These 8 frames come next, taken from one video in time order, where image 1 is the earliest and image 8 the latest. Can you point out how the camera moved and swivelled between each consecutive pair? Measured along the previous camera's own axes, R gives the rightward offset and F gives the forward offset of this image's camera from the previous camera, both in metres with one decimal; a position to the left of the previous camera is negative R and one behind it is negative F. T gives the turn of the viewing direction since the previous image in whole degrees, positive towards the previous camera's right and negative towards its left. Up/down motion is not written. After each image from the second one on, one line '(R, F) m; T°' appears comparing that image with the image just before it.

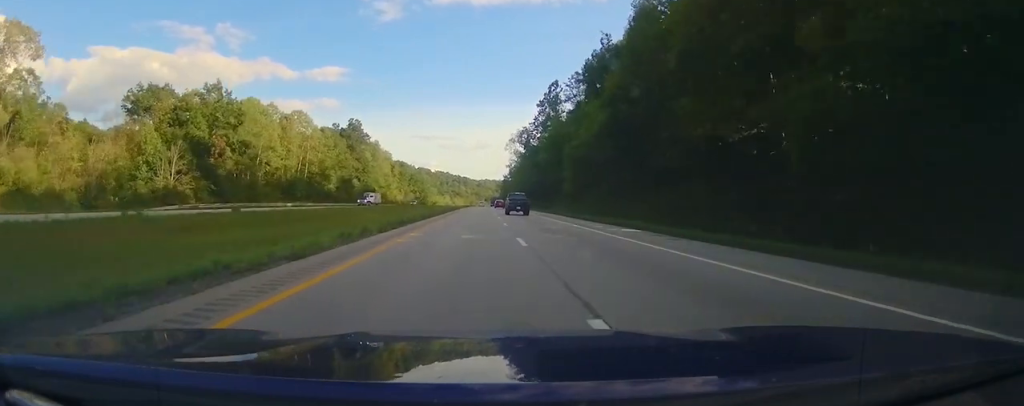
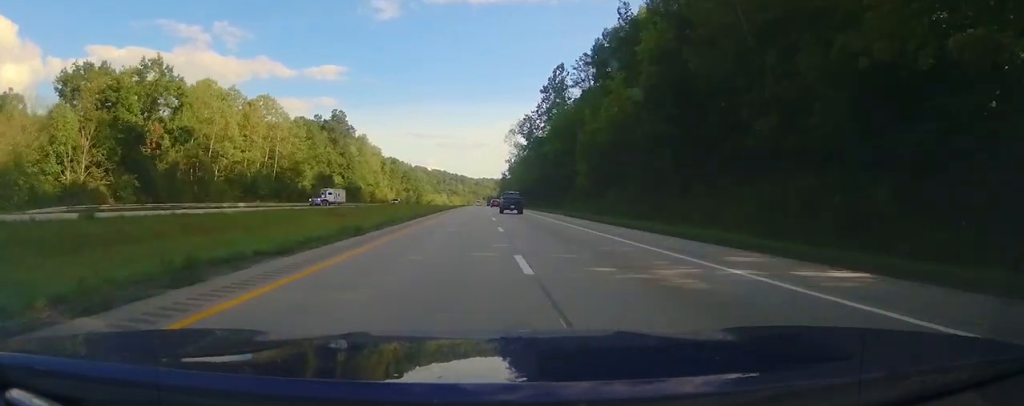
(+0.1, +18.0) m; +1°
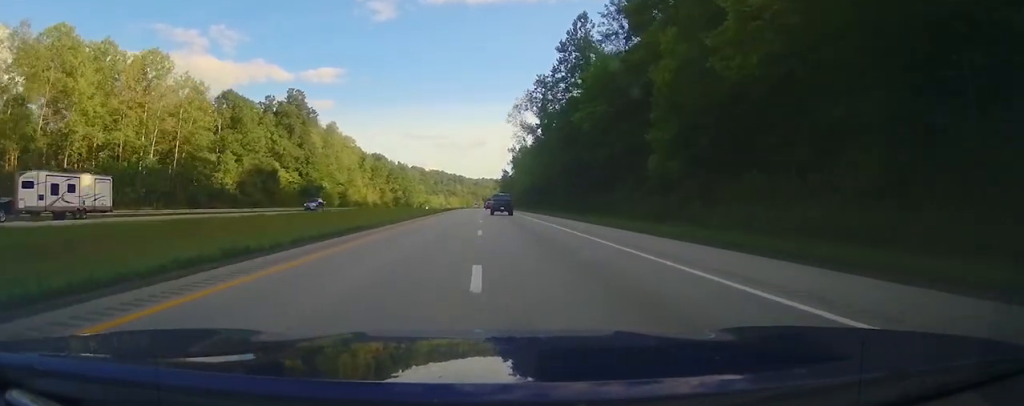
(0.0, +38.4) m; -1°
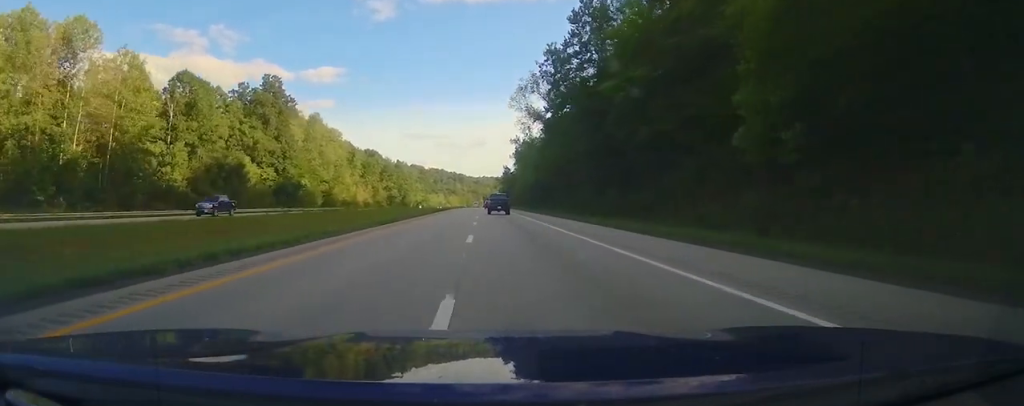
(-0.3, +15.9) m; 0°
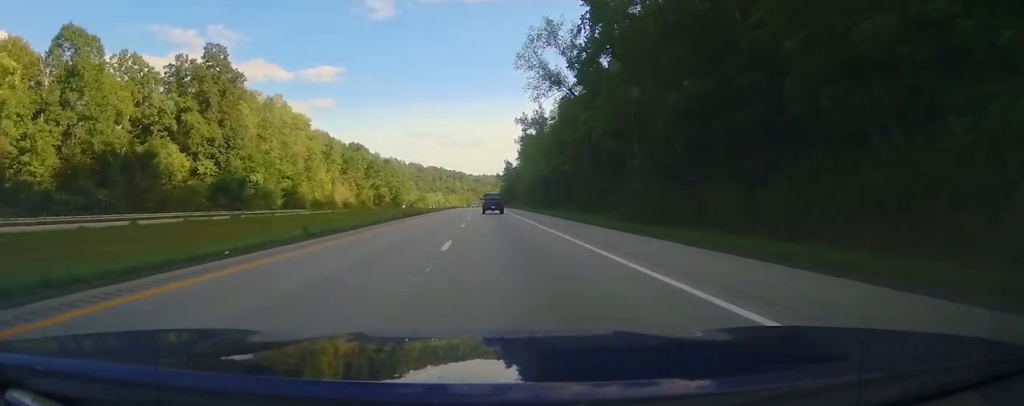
(+0.2, +27.3) m; 0°
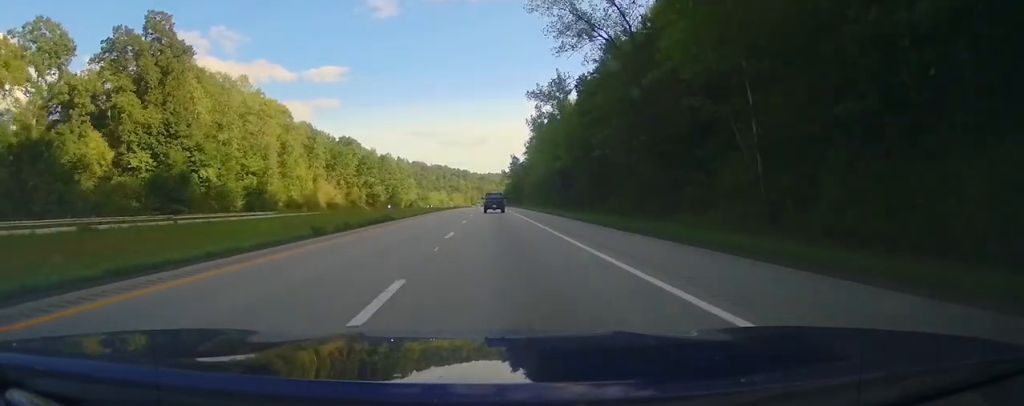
(+0.2, +20.5) m; 0°
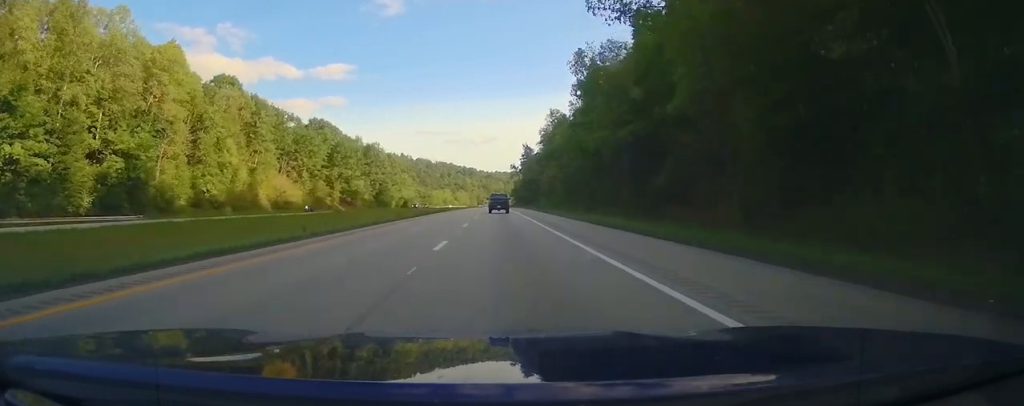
(-0.8, +41.1) m; -1°
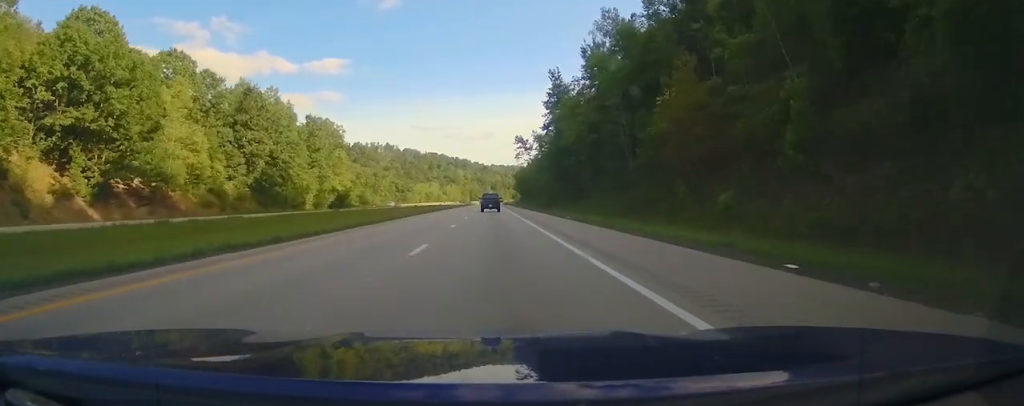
(+0.7, +100.4) m; +1°
